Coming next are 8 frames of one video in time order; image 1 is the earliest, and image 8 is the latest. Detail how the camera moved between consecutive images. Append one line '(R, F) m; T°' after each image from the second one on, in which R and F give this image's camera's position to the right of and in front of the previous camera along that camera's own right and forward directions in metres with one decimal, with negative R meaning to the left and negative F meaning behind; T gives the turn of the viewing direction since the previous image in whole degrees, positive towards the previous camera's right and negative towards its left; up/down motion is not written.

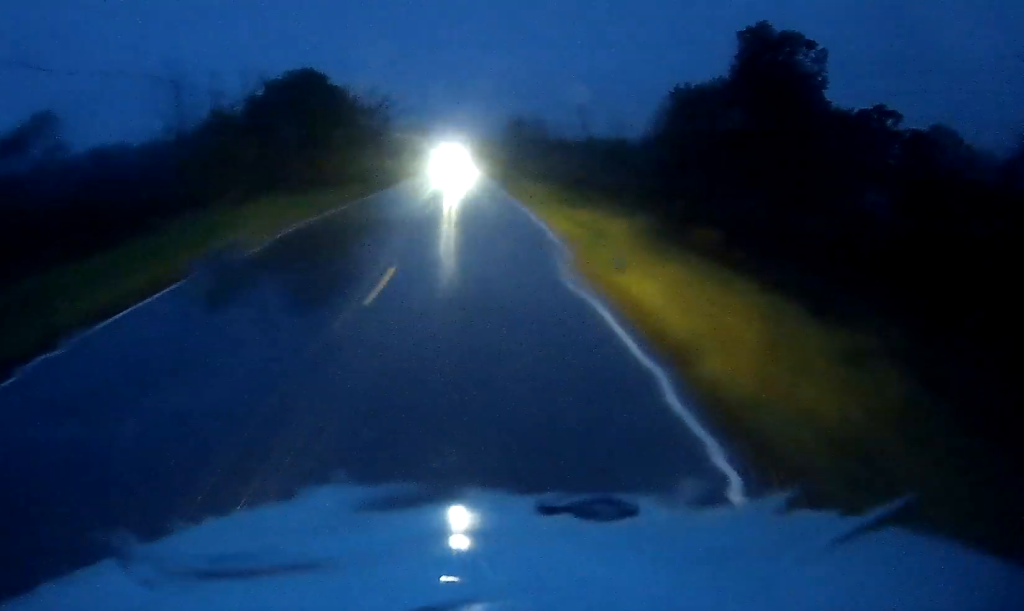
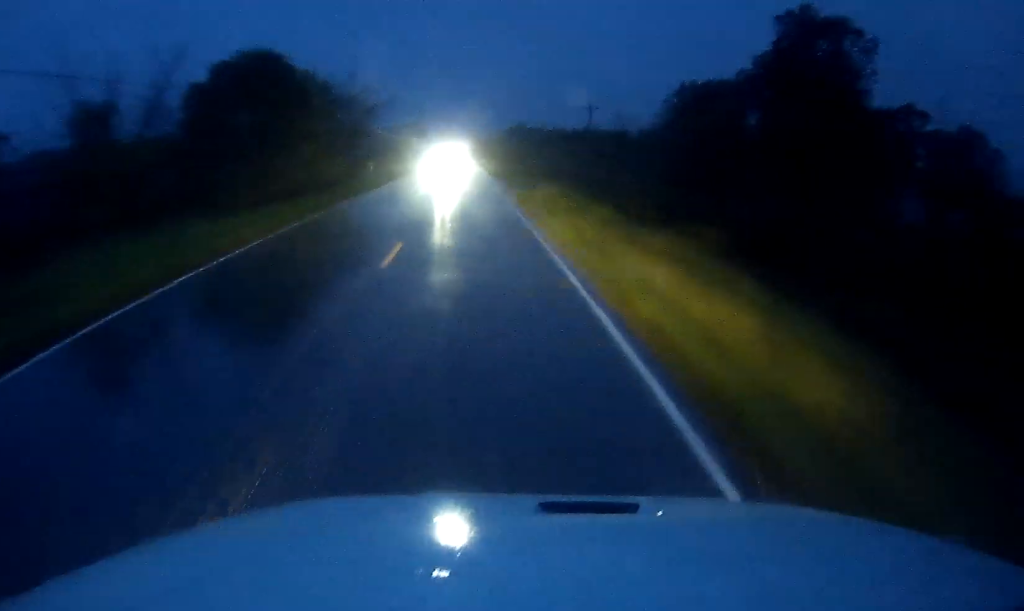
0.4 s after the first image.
(-0.1, +9.7) m; 0°
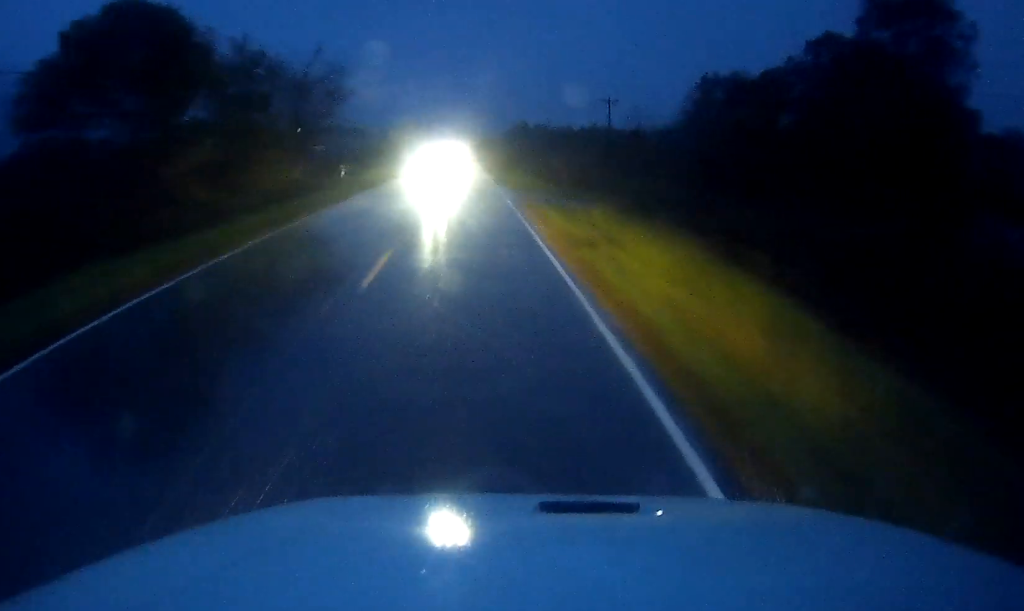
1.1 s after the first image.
(+0.3, +14.1) m; 0°
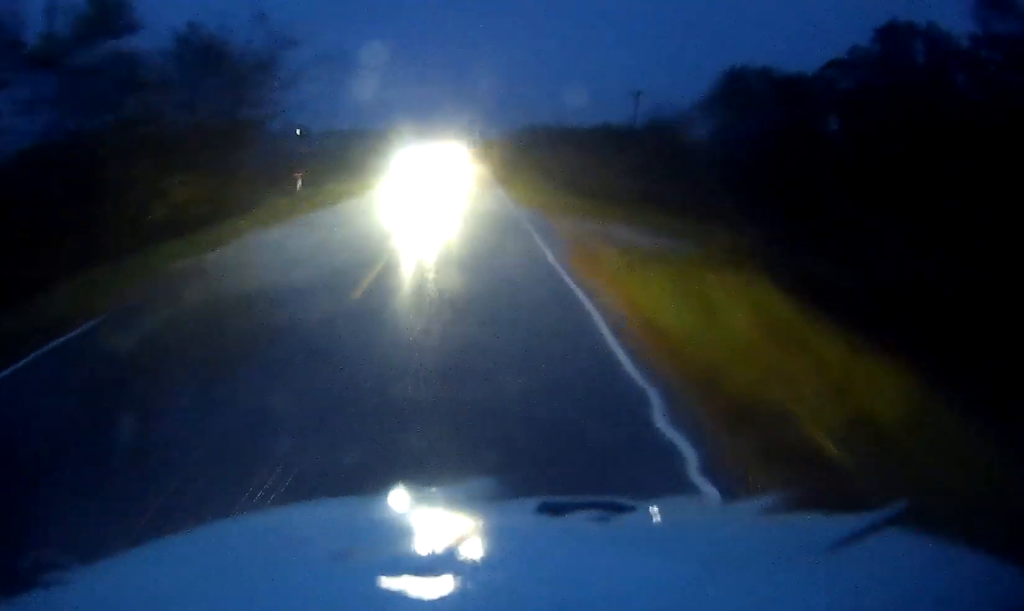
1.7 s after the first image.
(0.0, +13.3) m; 0°
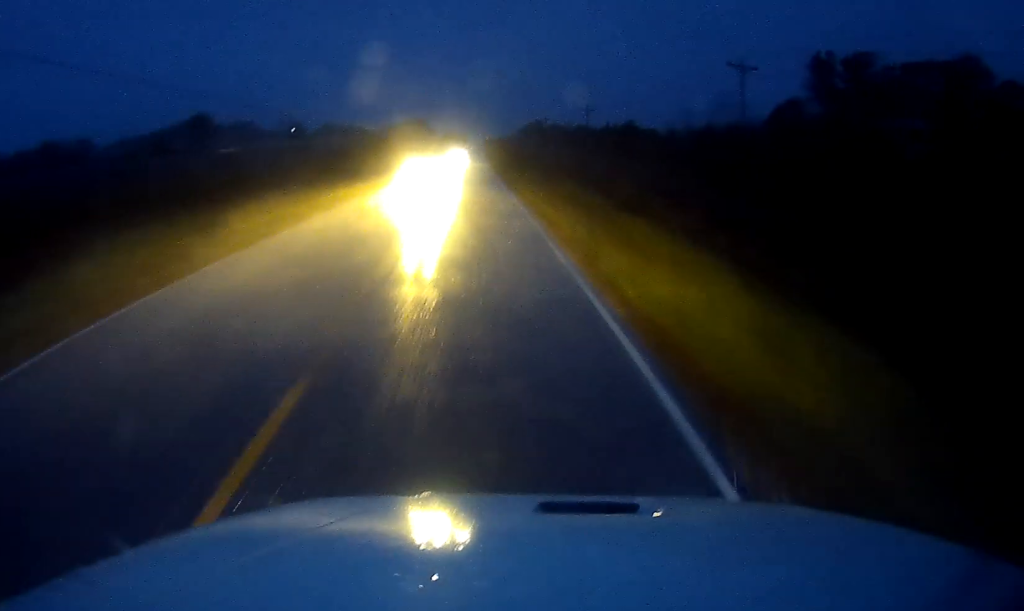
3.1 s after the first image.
(-0.3, +31.4) m; 0°
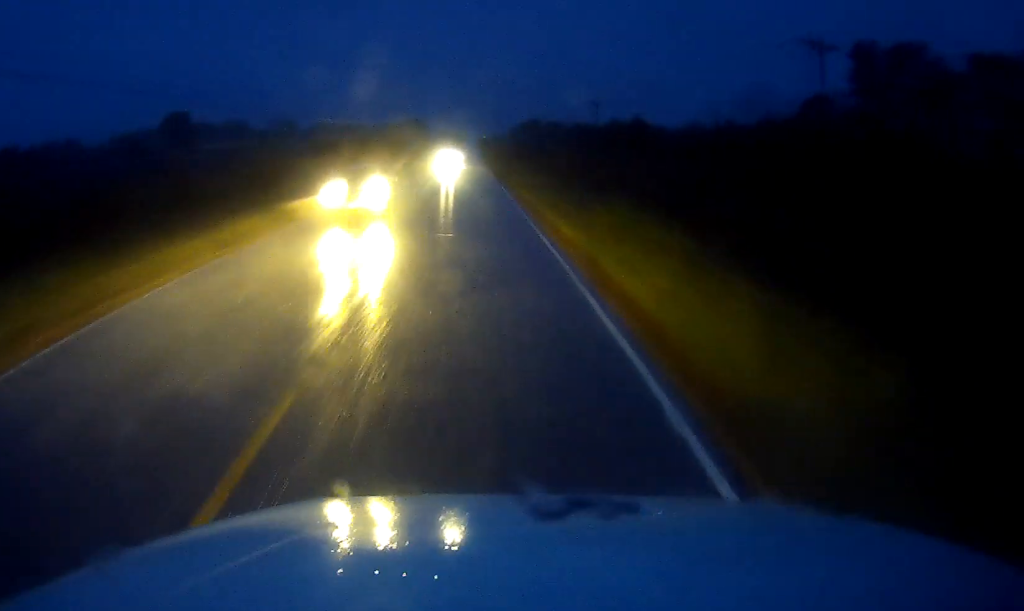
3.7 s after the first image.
(0.0, +12.4) m; 0°
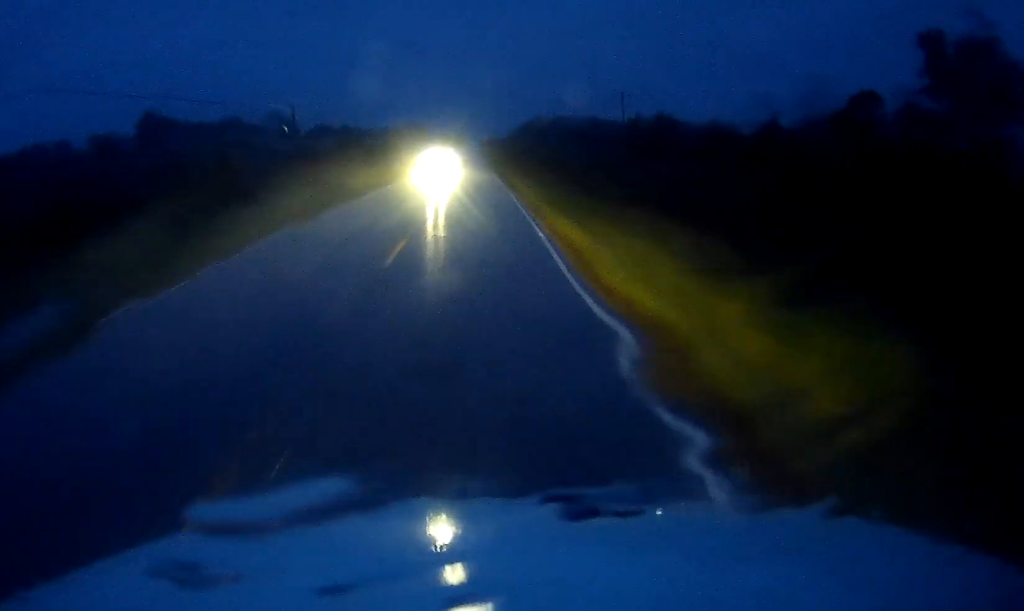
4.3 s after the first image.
(+0.1, +14.6) m; 0°
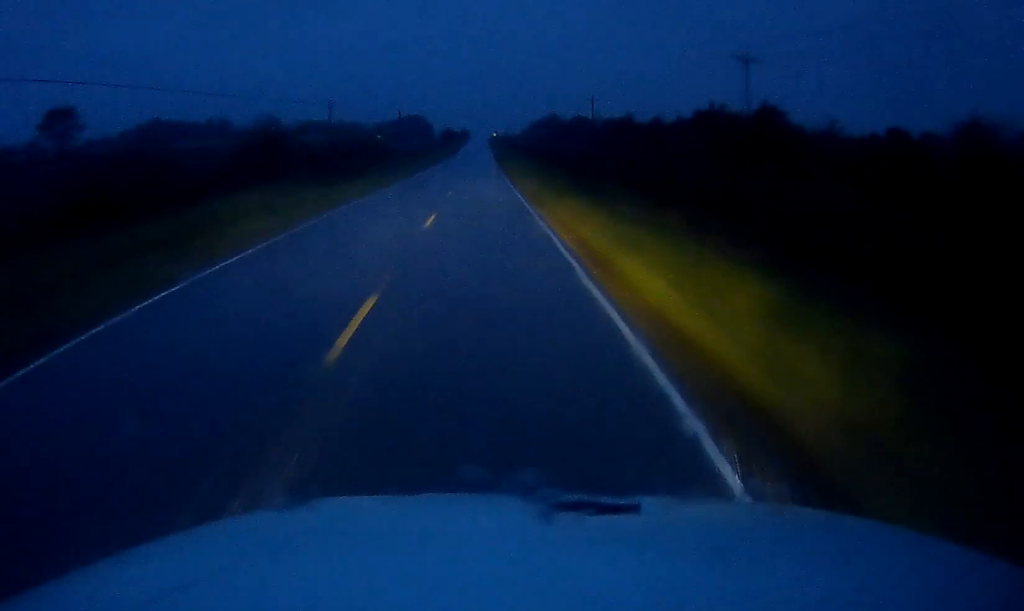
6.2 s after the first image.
(-0.1, +41.6) m; +1°
